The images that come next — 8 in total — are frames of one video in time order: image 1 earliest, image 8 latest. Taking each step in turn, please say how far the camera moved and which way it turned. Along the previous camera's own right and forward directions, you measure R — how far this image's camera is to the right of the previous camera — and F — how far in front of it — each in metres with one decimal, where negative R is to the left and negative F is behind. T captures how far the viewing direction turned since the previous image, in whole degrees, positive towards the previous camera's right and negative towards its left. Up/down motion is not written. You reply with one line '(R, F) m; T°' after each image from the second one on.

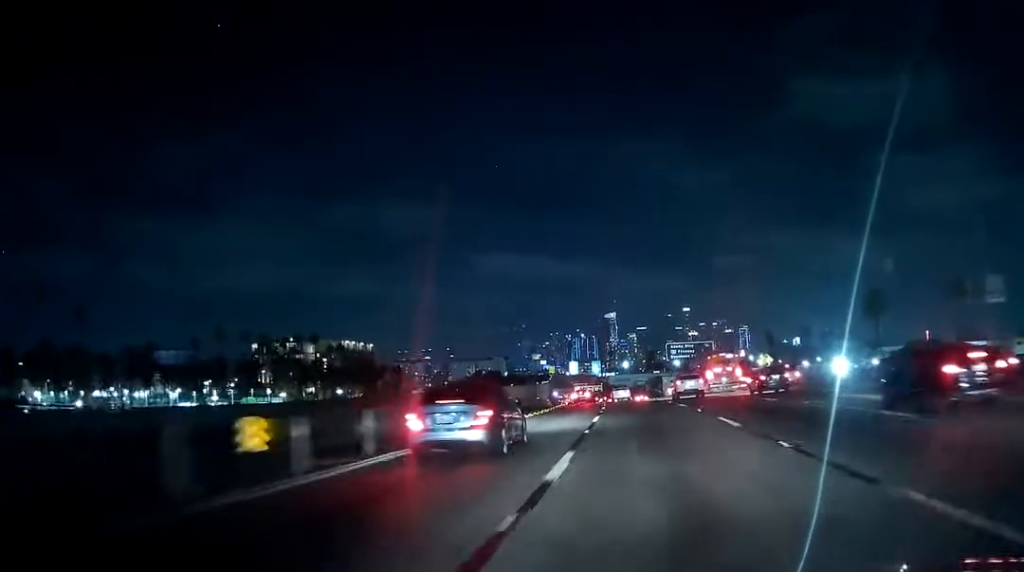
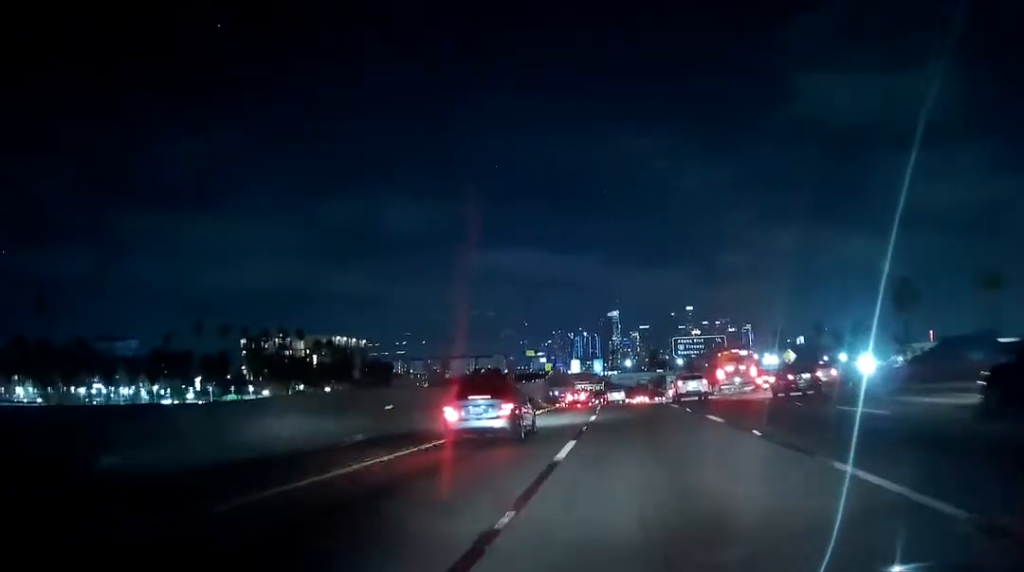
(0.0, +12.5) m; 0°
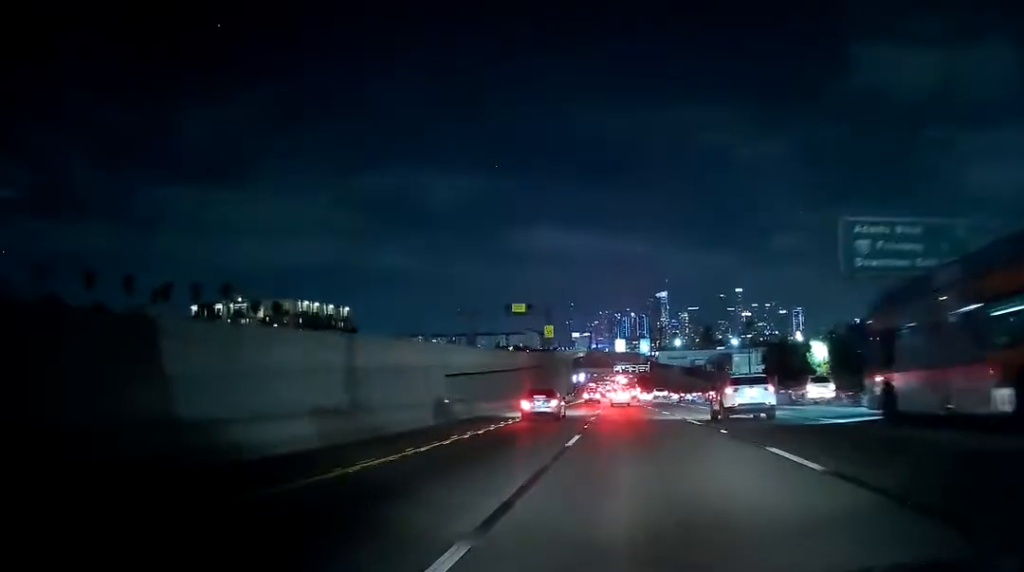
(0.0, +67.9) m; 0°
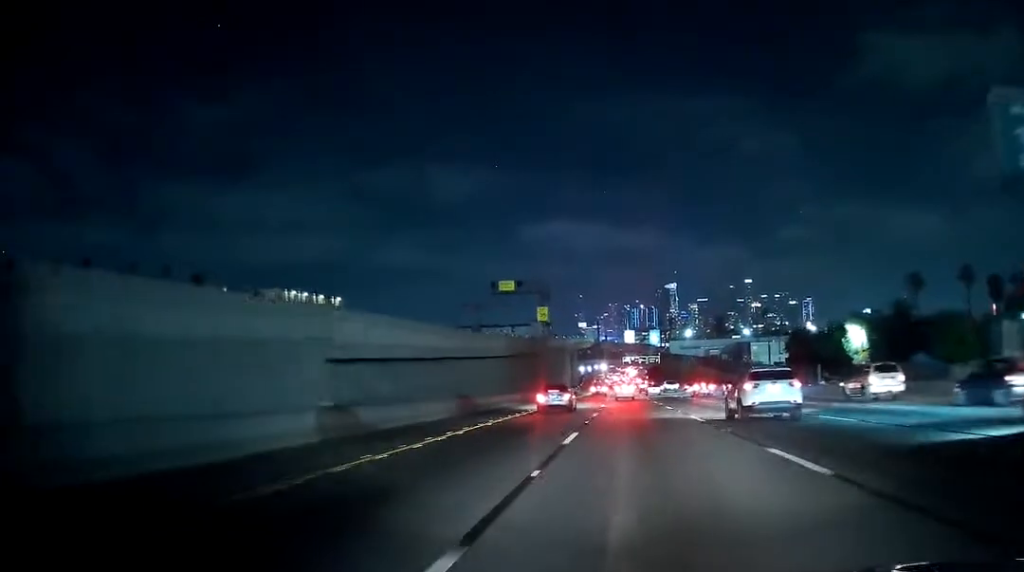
(0.0, +15.5) m; 0°
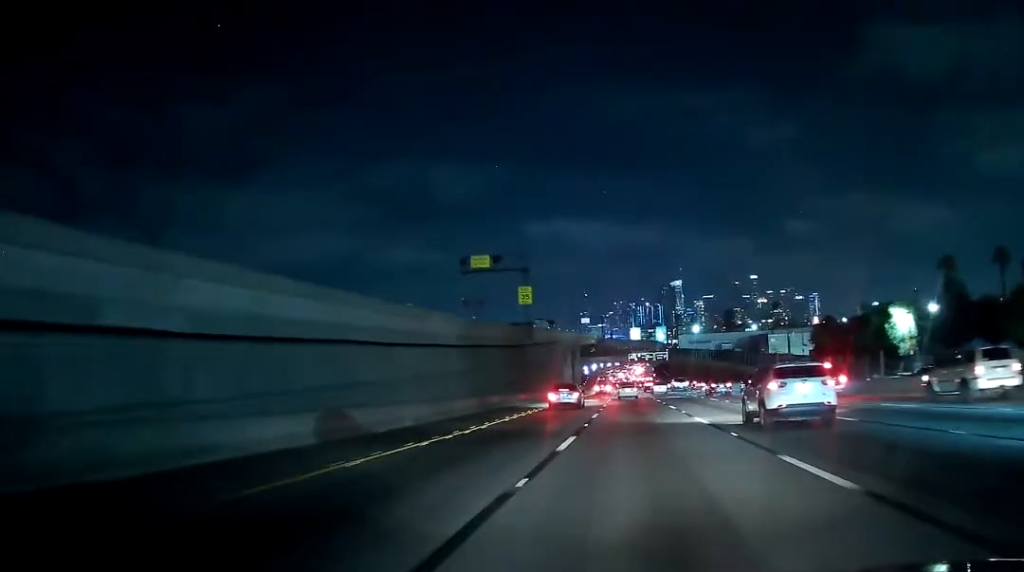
(0.0, +16.2) m; 0°
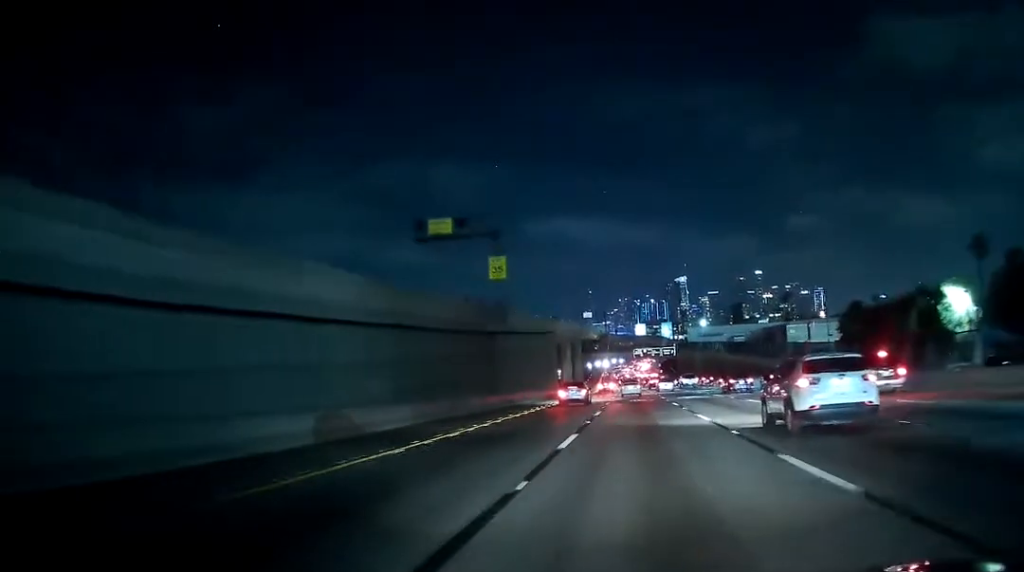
(0.0, +14.1) m; -1°
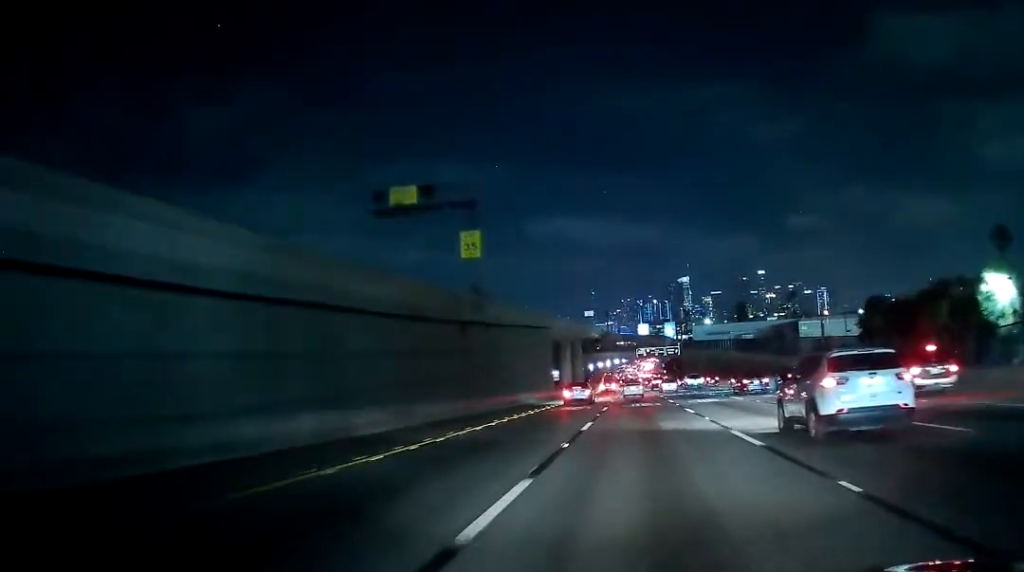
(+0.1, +9.2) m; -1°
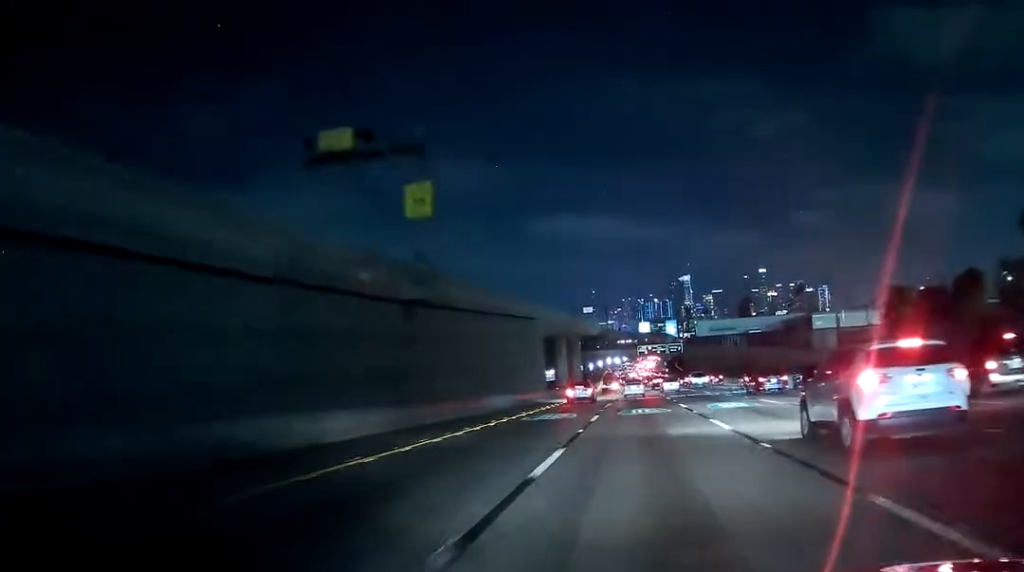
(-0.1, +9.8) m; -1°
